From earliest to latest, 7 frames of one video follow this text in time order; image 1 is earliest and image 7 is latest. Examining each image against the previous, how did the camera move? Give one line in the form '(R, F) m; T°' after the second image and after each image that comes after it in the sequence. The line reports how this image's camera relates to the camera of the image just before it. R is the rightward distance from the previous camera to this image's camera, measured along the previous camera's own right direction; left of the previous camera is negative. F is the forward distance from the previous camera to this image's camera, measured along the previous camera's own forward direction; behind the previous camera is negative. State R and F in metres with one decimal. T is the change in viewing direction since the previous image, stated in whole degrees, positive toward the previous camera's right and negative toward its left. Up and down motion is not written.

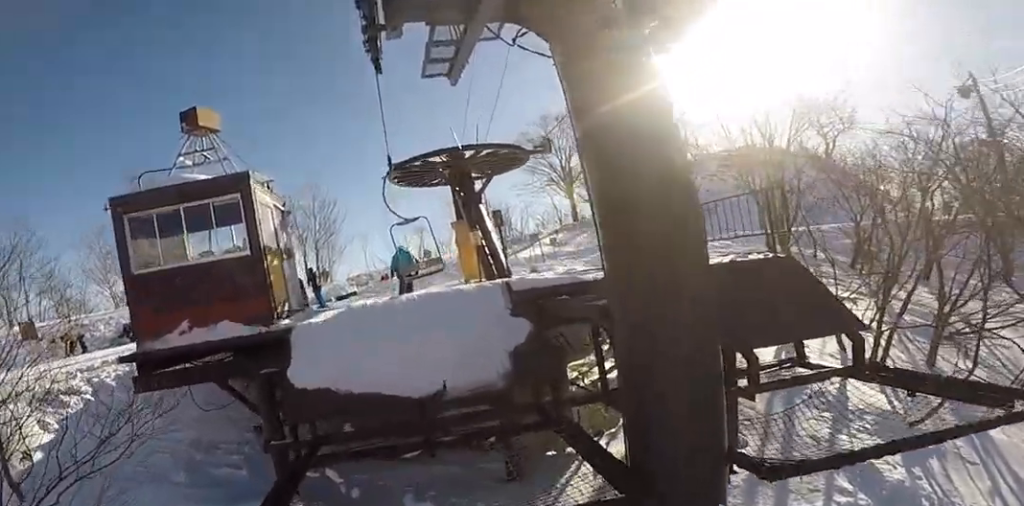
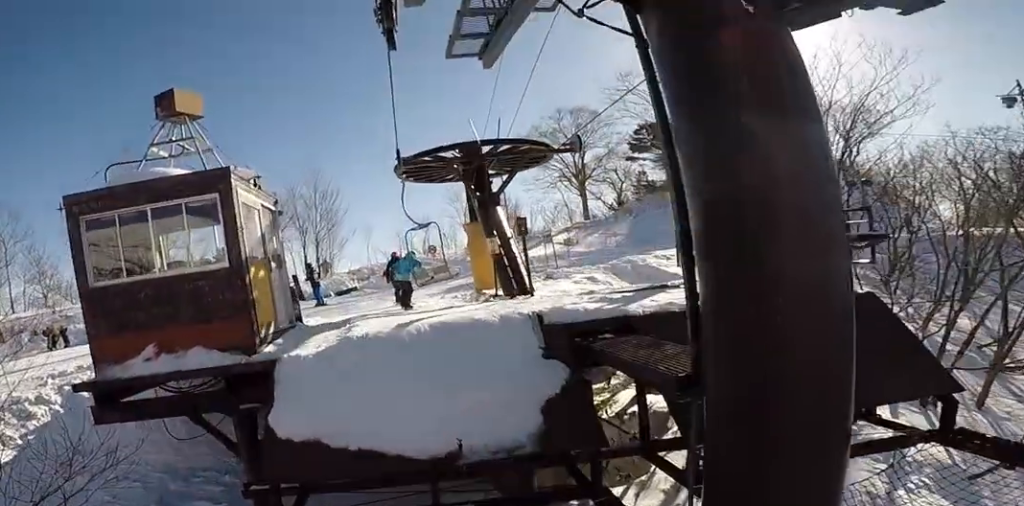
(0.0, +1.1) m; 0°
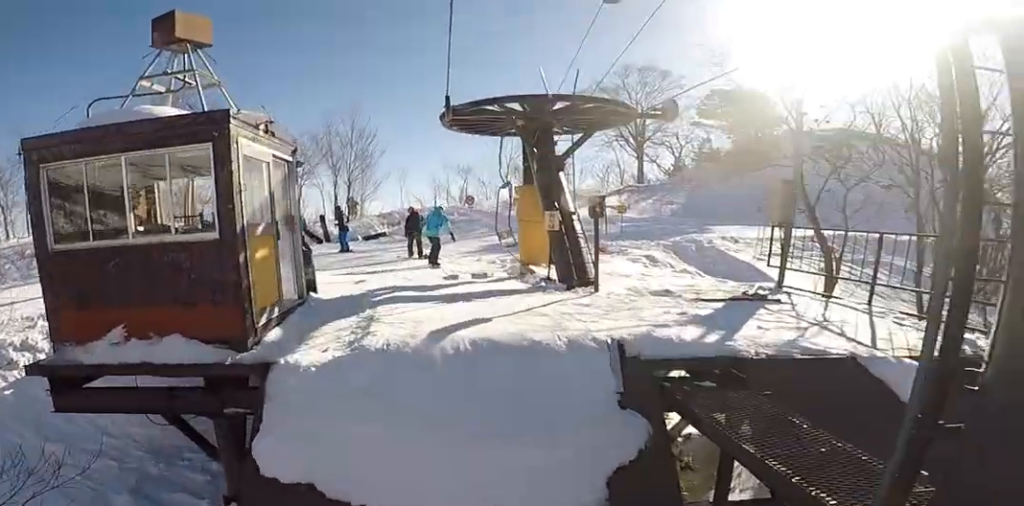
(0.0, +1.4) m; 0°
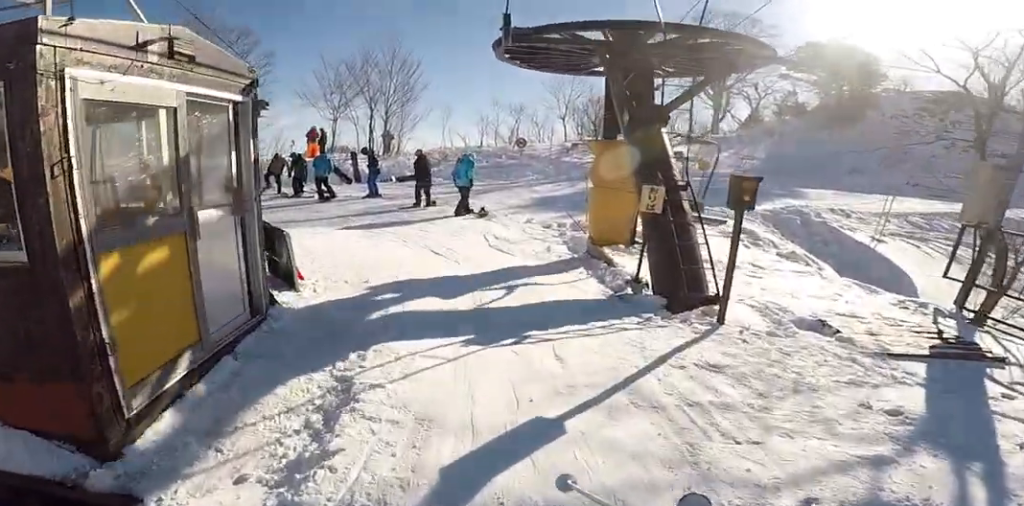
(0.0, +2.3) m; 0°
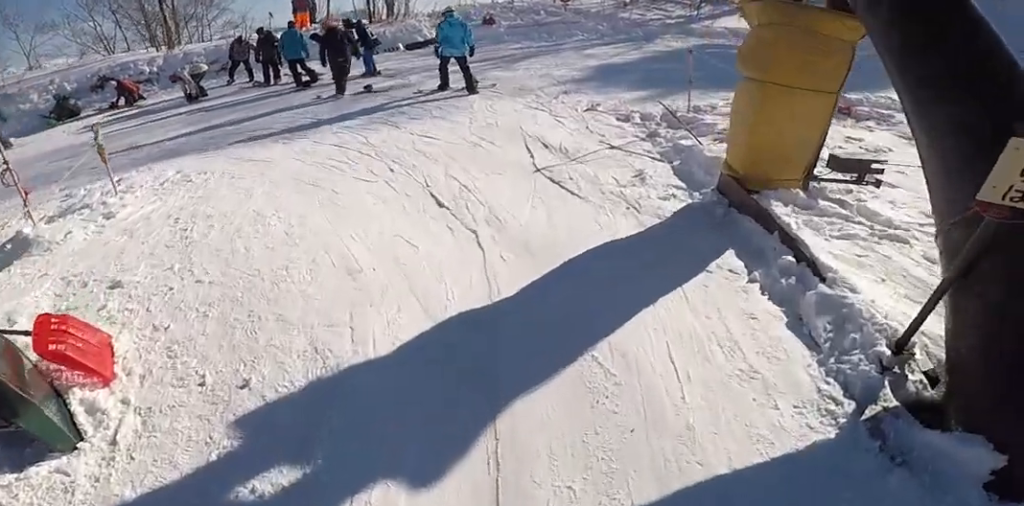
(0.0, +2.6) m; 0°
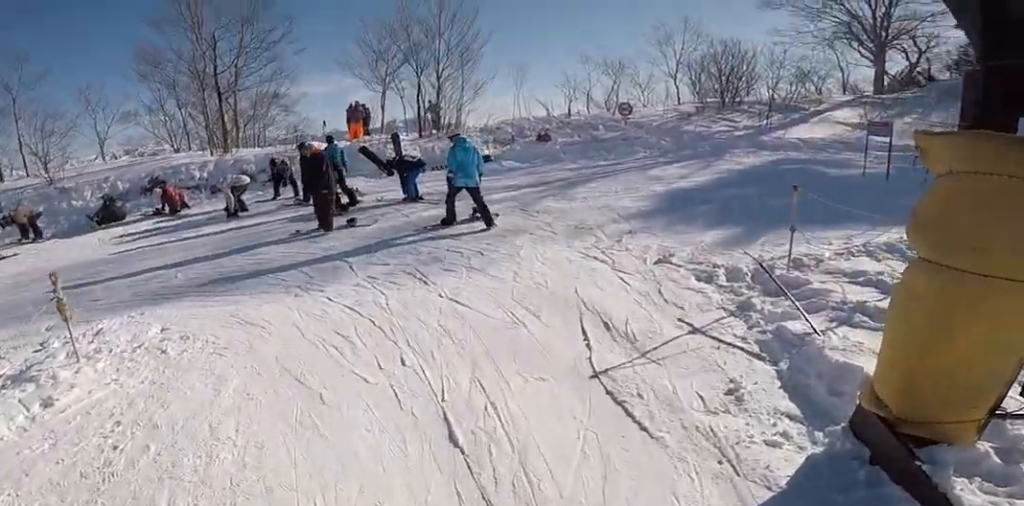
(0.0, +1.4) m; 0°
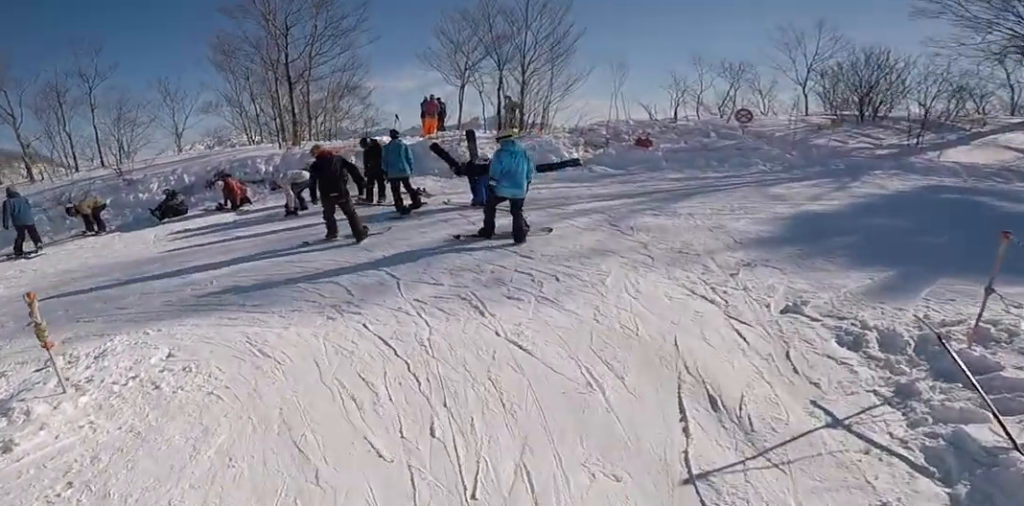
(0.0, +1.0) m; 0°
